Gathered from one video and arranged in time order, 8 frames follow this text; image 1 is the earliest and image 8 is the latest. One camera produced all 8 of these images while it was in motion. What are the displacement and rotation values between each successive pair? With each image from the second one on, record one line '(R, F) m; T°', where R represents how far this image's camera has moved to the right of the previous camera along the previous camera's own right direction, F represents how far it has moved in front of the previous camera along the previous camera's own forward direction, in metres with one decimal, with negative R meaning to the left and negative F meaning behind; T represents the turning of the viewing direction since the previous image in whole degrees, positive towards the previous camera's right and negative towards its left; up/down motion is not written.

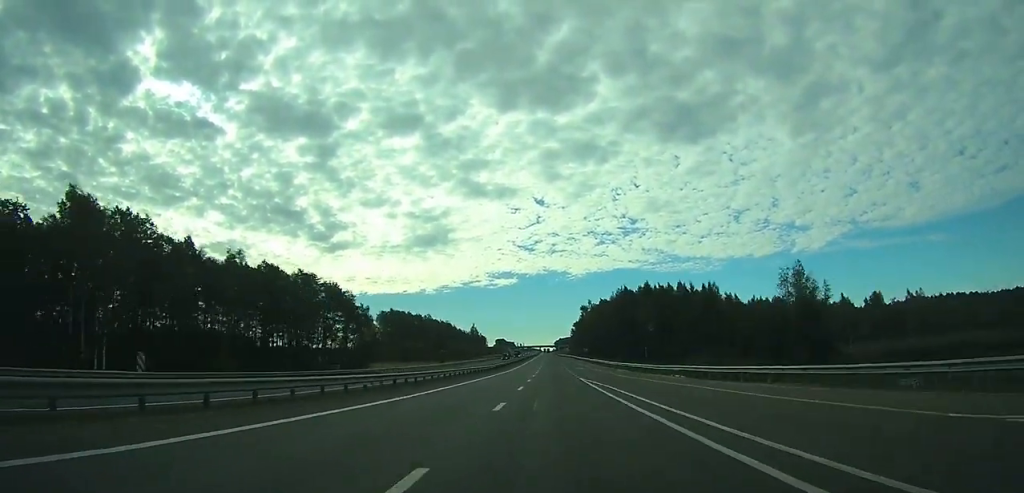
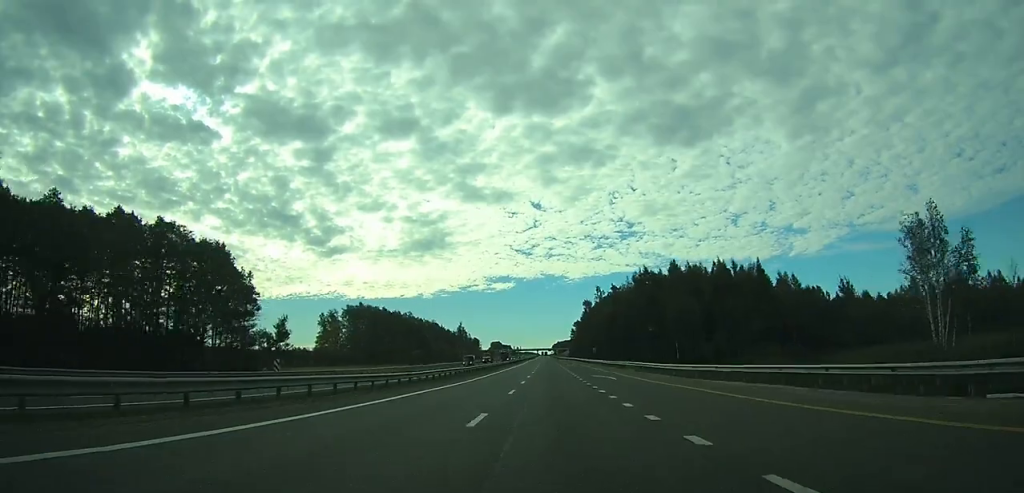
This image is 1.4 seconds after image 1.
(0.0, +40.3) m; 0°
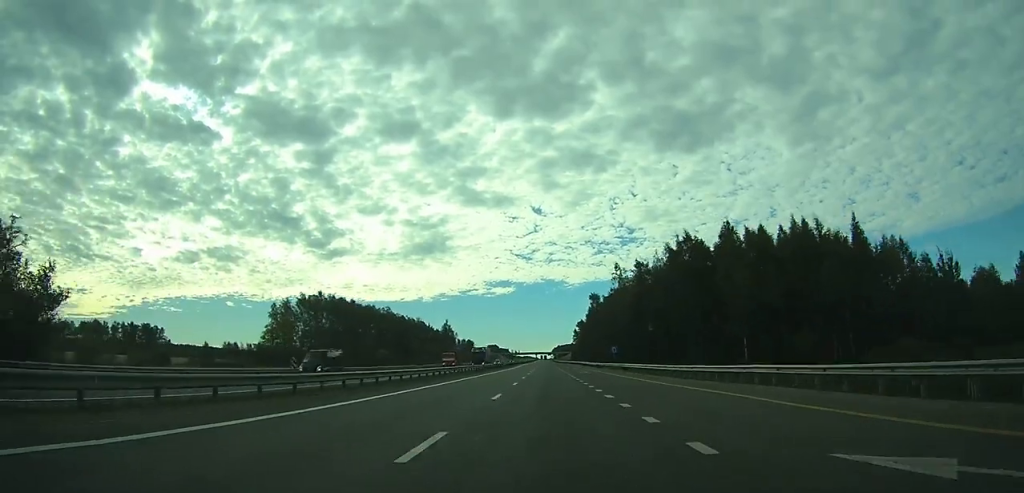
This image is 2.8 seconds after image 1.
(0.0, +40.5) m; 0°
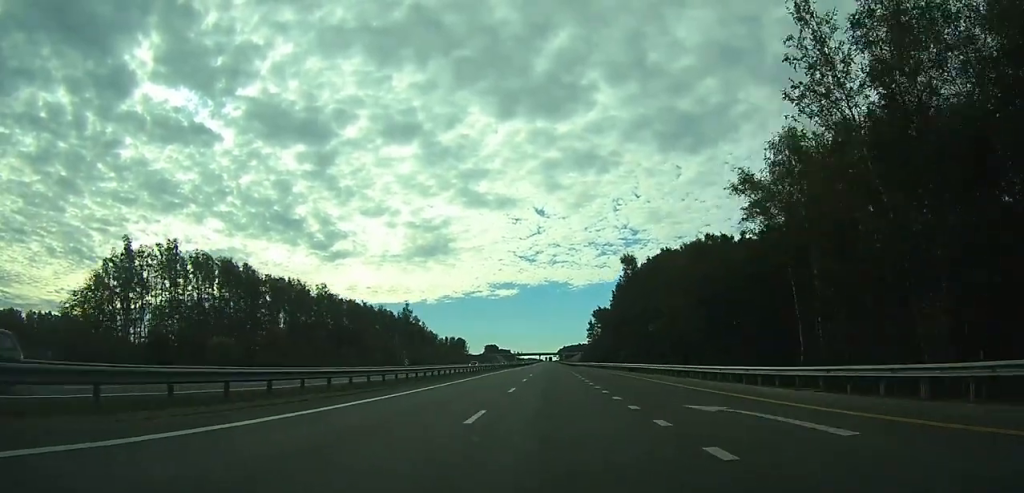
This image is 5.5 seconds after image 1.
(0.0, +79.4) m; 0°
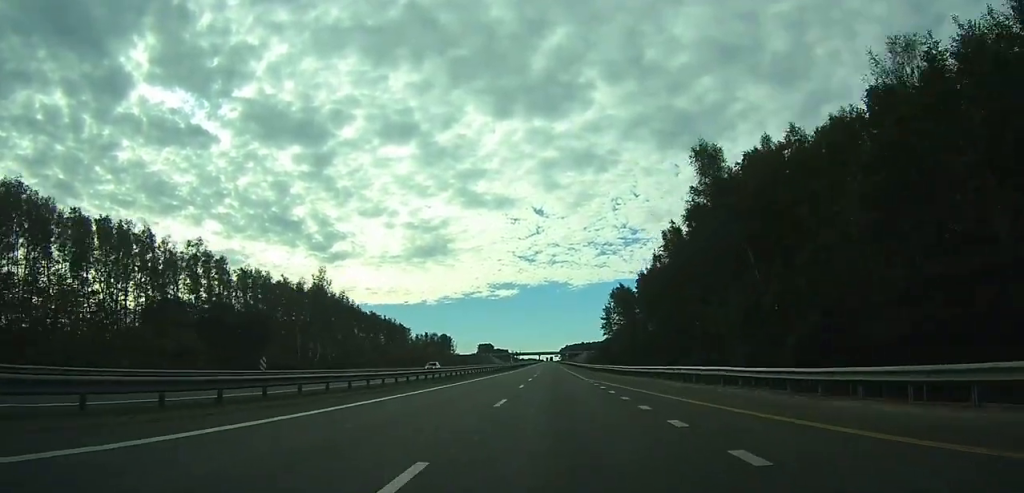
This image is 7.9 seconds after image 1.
(-0.2, +67.5) m; 0°
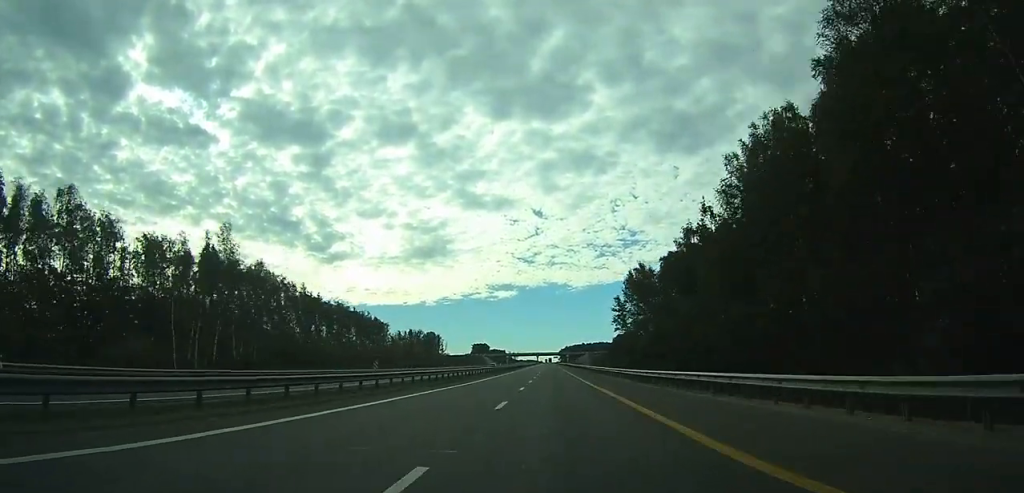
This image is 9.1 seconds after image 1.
(0.0, +36.3) m; 0°
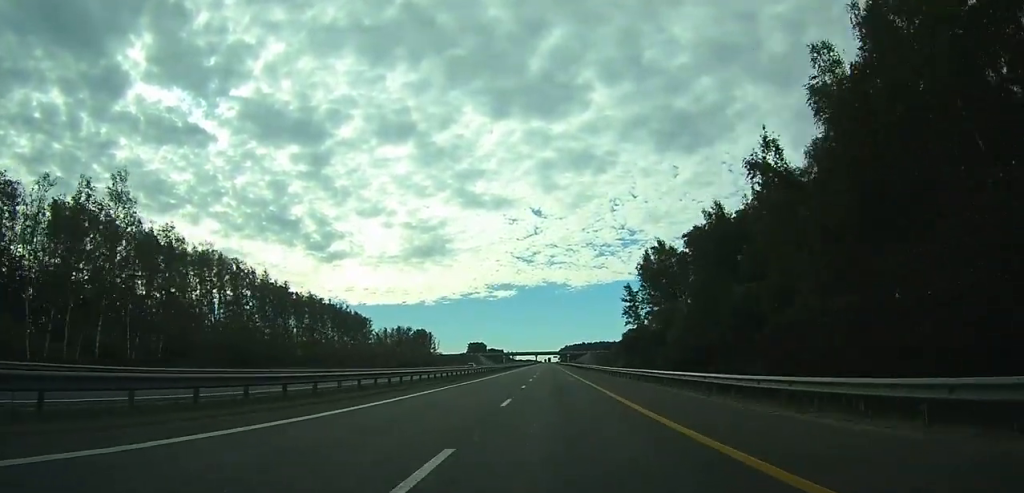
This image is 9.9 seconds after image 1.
(0.0, +22.8) m; 0°
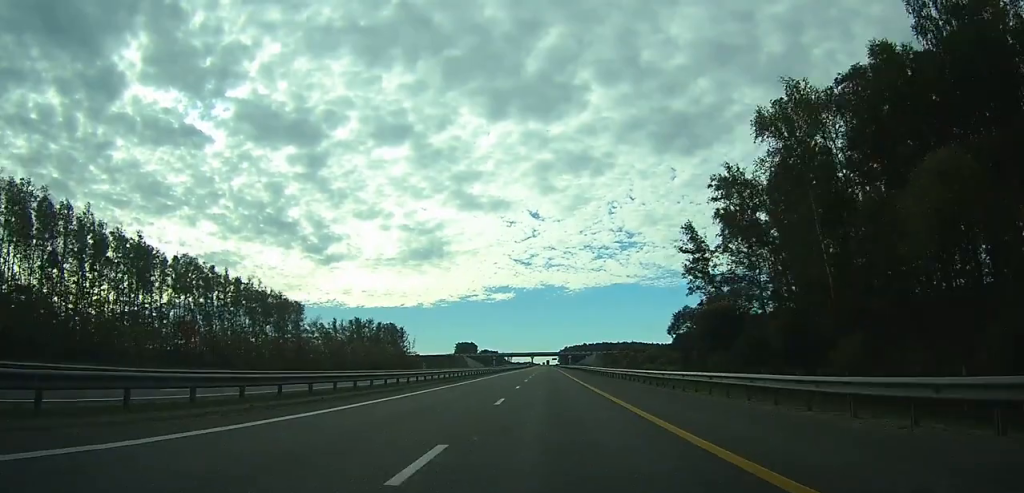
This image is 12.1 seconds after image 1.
(0.0, +59.9) m; 0°
